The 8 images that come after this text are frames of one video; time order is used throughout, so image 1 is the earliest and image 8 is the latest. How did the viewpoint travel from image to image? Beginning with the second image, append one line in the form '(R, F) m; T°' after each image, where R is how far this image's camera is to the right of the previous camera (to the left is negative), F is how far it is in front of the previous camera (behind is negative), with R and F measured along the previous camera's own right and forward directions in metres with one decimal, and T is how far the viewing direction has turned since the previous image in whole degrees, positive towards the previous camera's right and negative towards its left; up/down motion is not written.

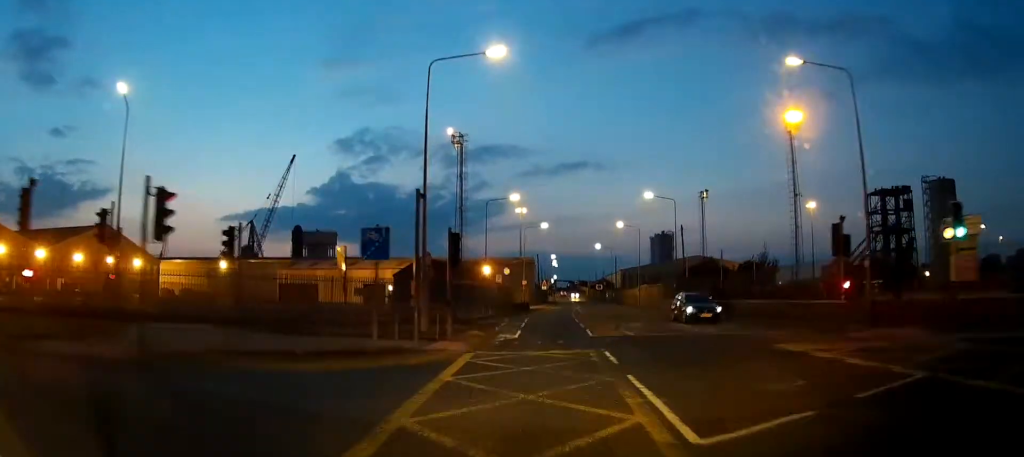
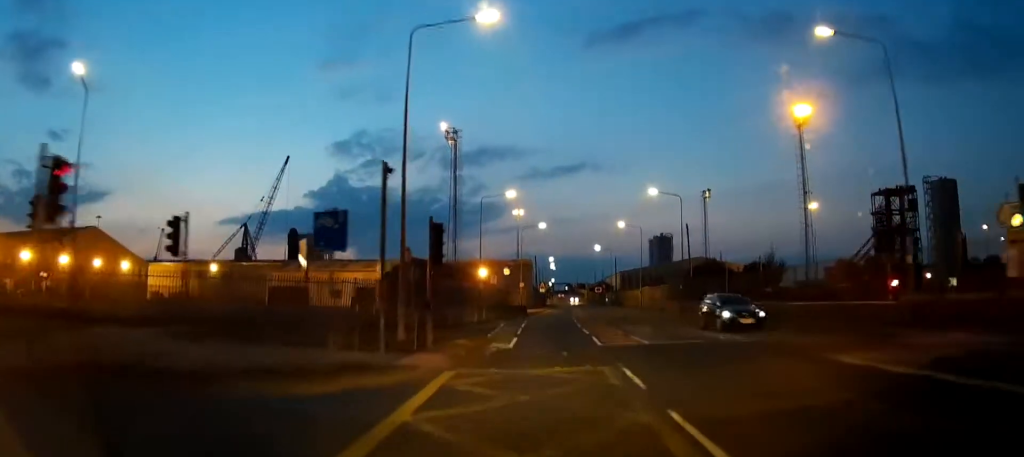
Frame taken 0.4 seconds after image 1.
(0.0, +2.7) m; -1°
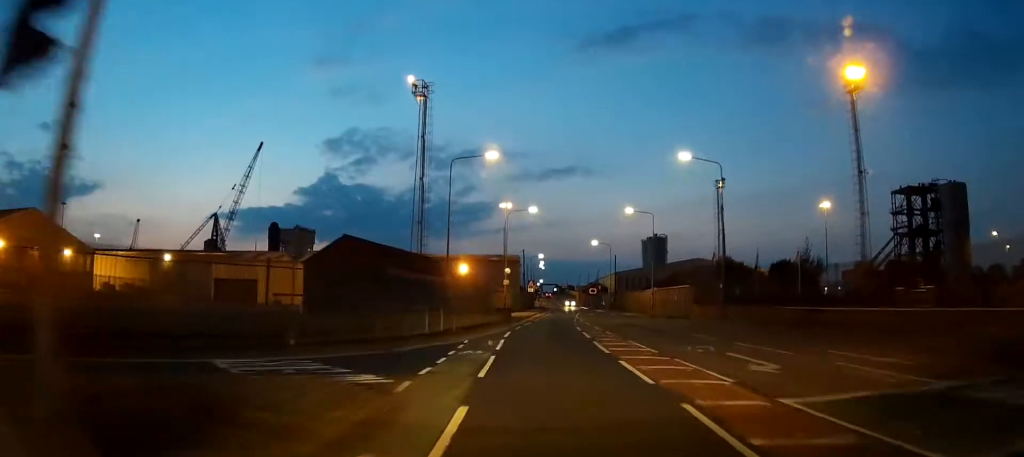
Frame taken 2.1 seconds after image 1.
(-0.1, +12.0) m; +5°
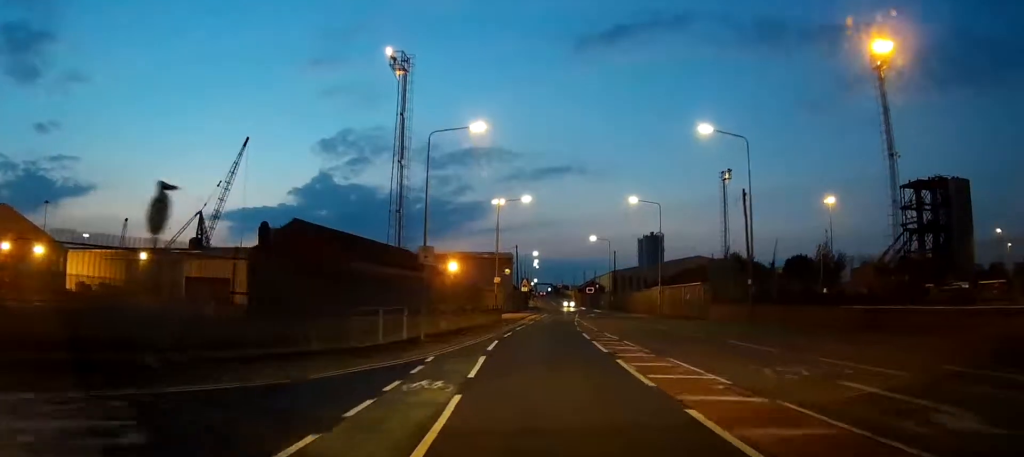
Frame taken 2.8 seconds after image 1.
(+0.4, +5.3) m; +6°
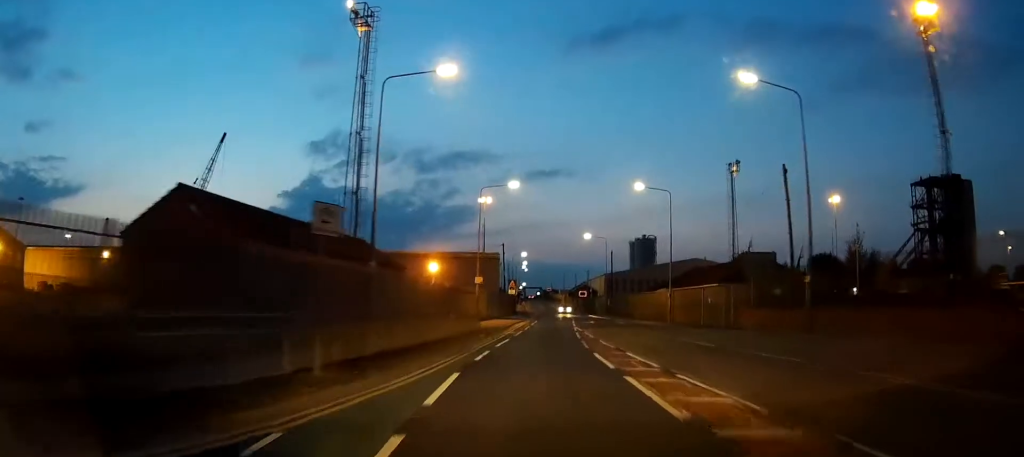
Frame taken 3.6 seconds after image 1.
(+0.5, +7.7) m; +4°
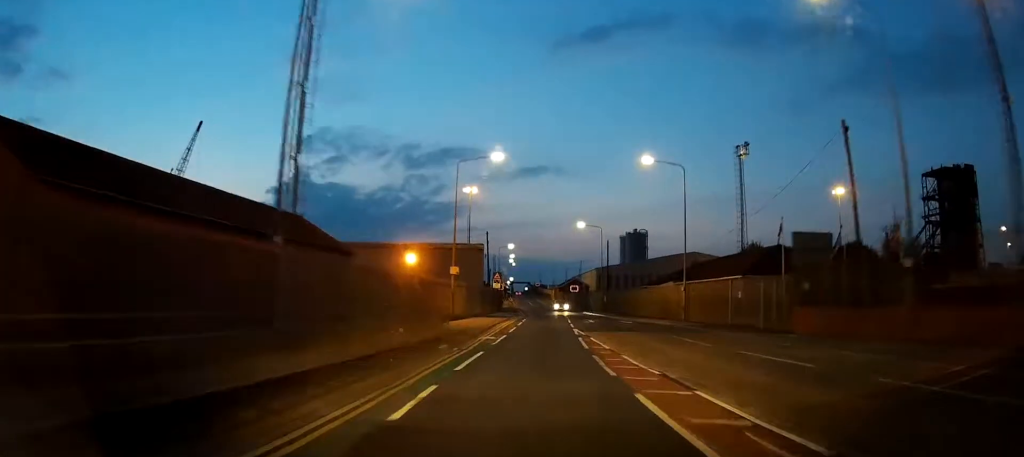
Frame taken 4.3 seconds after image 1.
(+0.2, +7.6) m; +1°
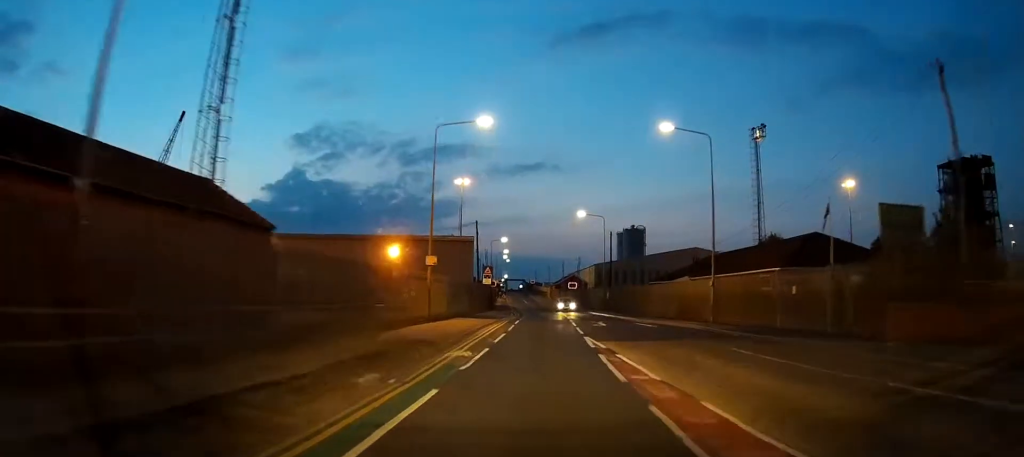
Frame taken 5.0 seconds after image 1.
(0.0, +7.3) m; -1°
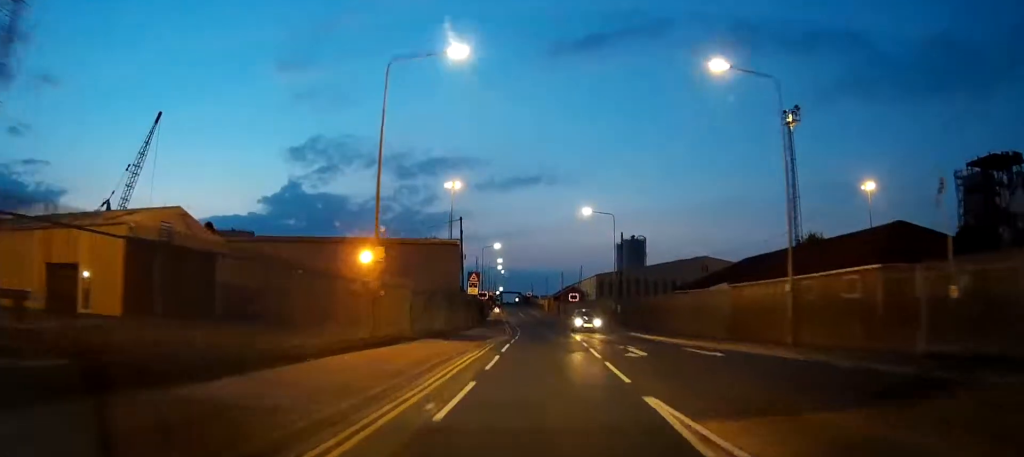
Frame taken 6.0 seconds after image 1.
(-0.2, +11.6) m; -1°
